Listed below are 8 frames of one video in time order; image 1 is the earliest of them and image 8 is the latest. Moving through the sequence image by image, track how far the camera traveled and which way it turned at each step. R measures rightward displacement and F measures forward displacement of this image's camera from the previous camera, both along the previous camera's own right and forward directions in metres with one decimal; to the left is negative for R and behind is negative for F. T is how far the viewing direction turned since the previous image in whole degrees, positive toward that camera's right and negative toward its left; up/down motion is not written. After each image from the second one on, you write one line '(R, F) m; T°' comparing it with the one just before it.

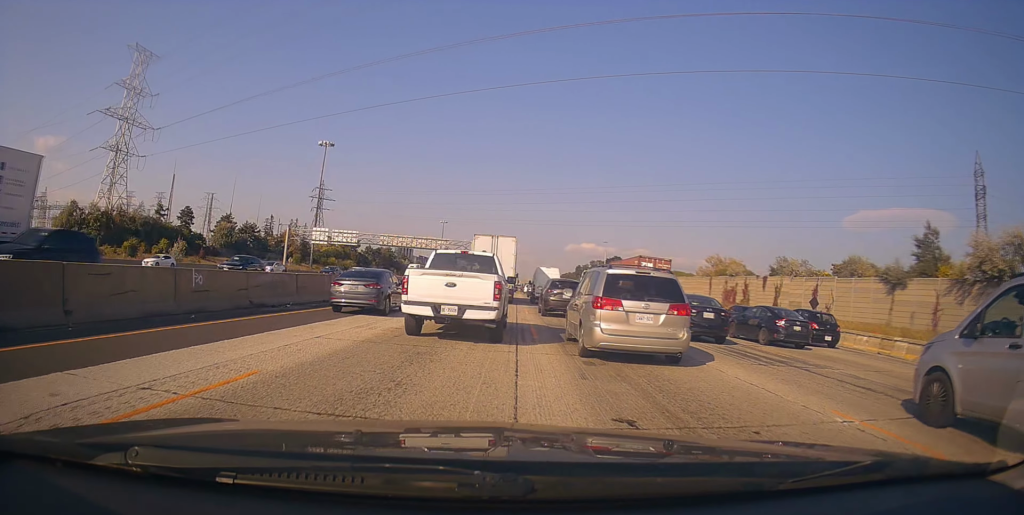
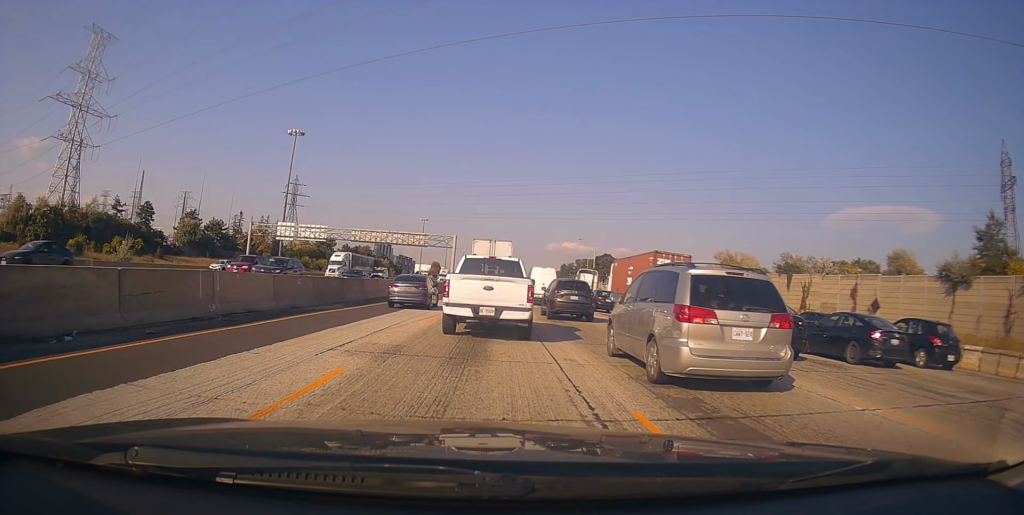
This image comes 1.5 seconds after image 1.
(+0.4, +11.0) m; +5°
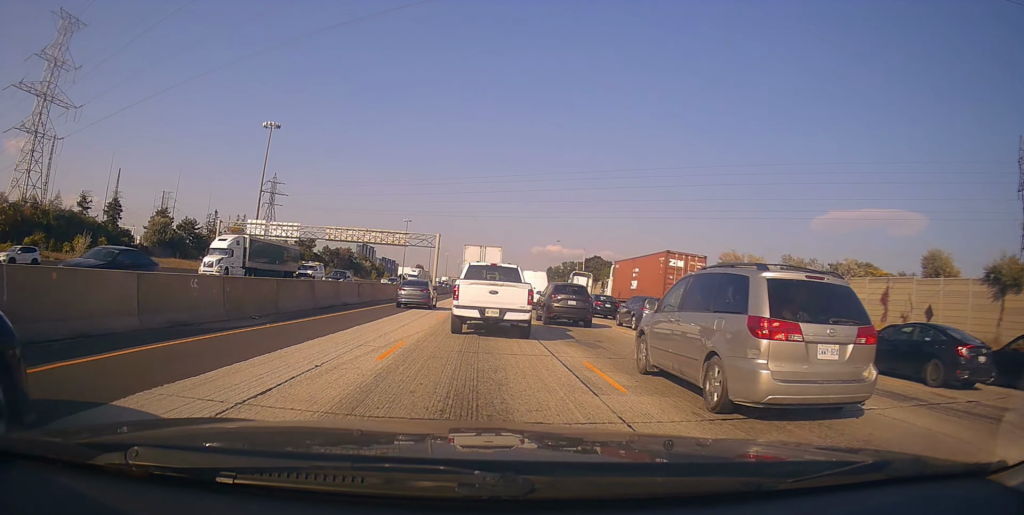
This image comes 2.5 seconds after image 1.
(+0.2, +7.6) m; +2°
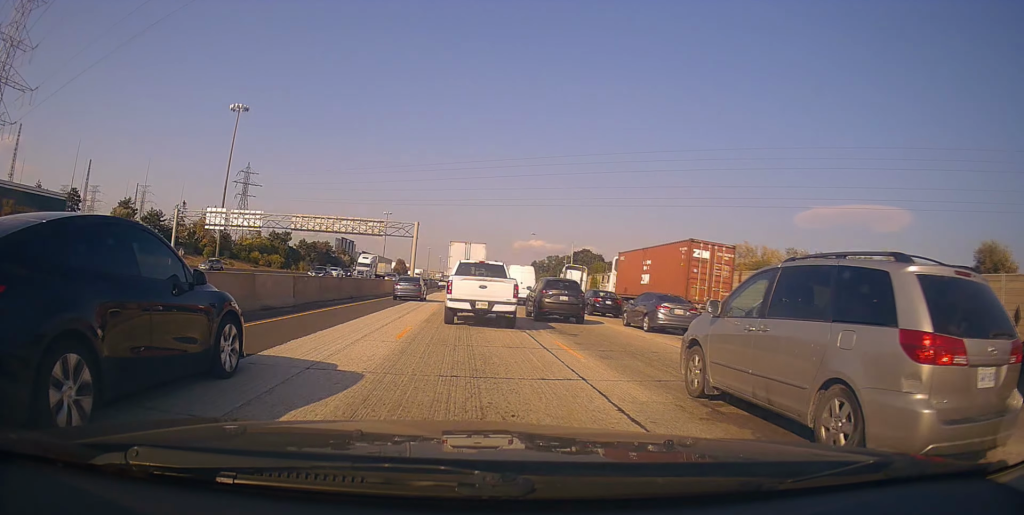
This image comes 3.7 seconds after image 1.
(0.0, +9.1) m; +1°
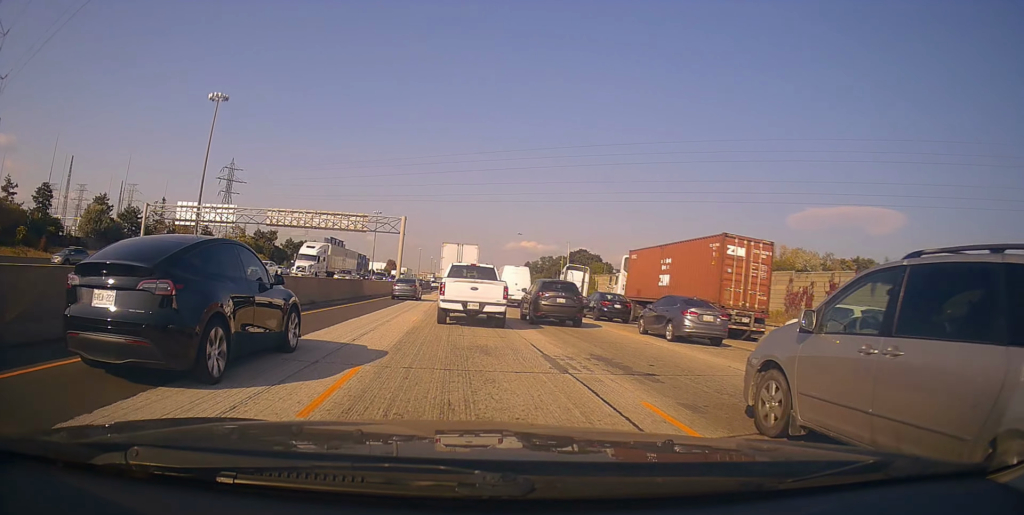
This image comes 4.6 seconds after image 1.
(0.0, +6.7) m; +2°
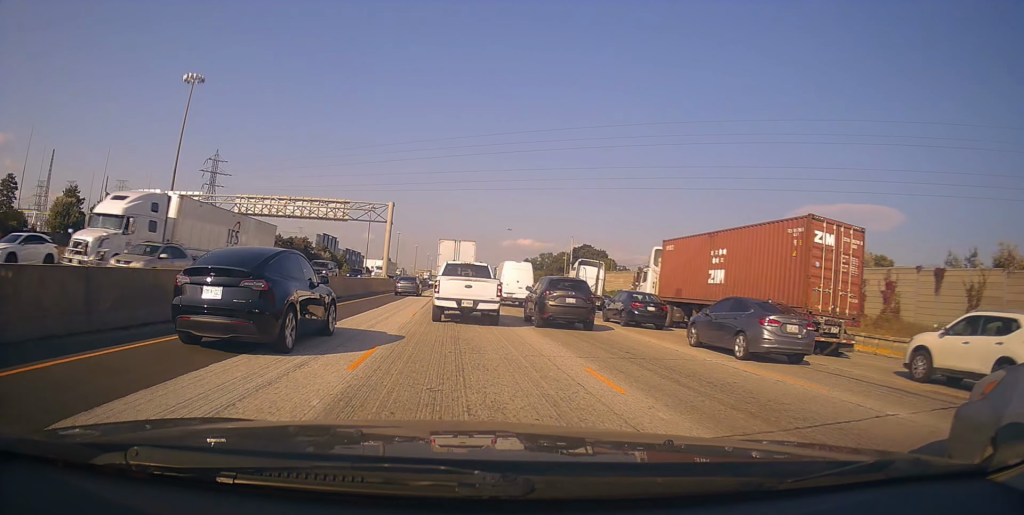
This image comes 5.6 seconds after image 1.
(+0.3, +9.0) m; +1°
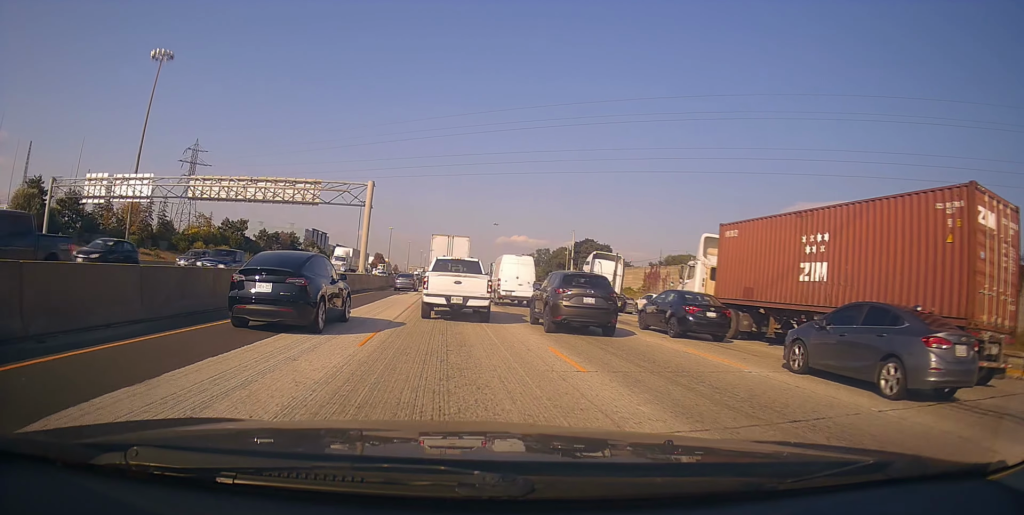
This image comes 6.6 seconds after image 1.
(-0.2, +9.6) m; -1°
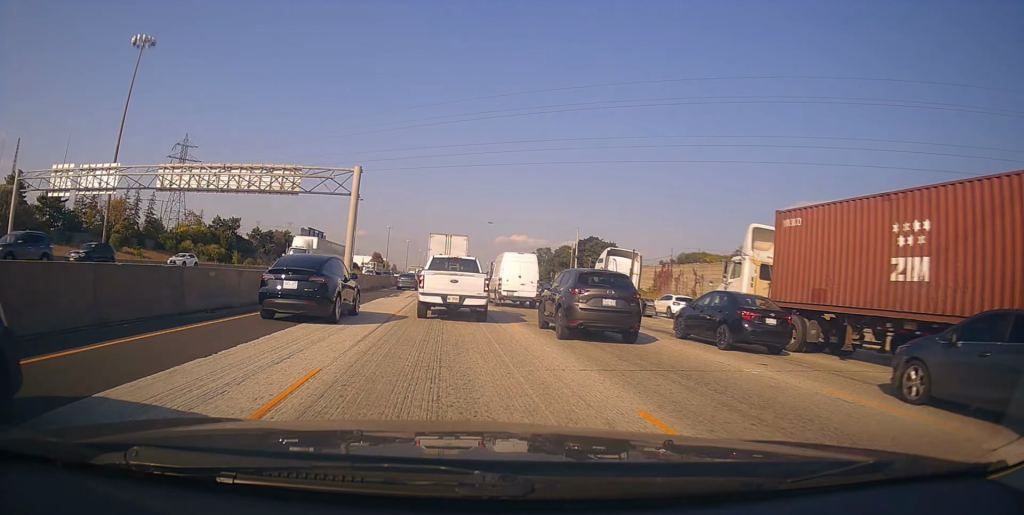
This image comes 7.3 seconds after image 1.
(-0.3, +6.0) m; +1°
